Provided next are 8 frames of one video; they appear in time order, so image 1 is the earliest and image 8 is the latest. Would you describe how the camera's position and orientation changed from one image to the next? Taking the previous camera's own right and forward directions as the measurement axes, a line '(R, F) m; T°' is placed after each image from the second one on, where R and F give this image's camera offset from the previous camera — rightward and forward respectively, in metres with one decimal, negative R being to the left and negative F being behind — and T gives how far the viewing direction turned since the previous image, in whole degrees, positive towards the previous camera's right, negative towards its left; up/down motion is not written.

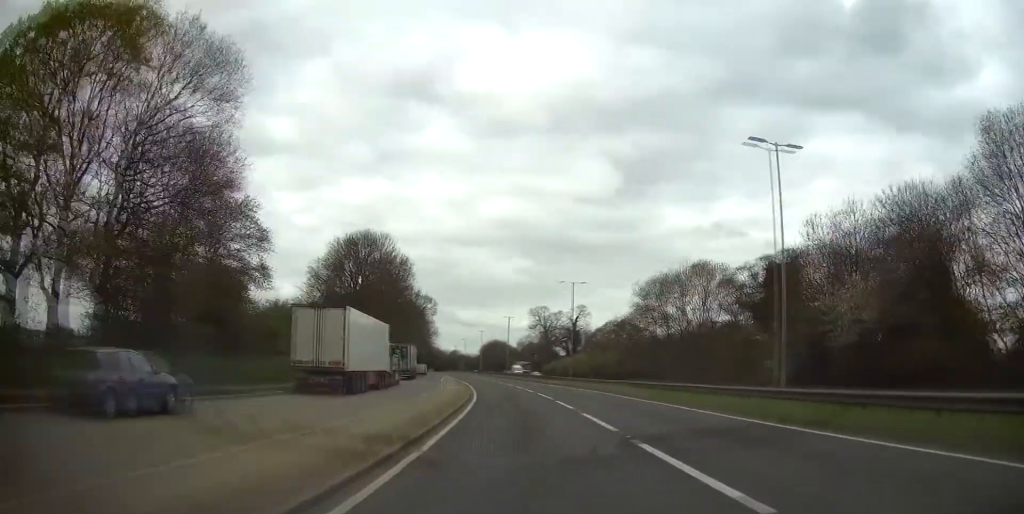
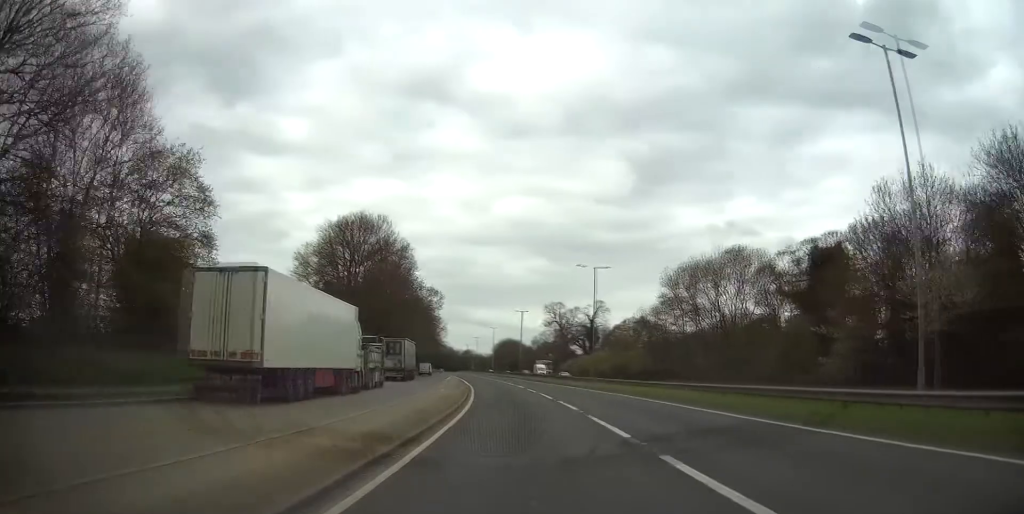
(0.0, +11.1) m; -1°
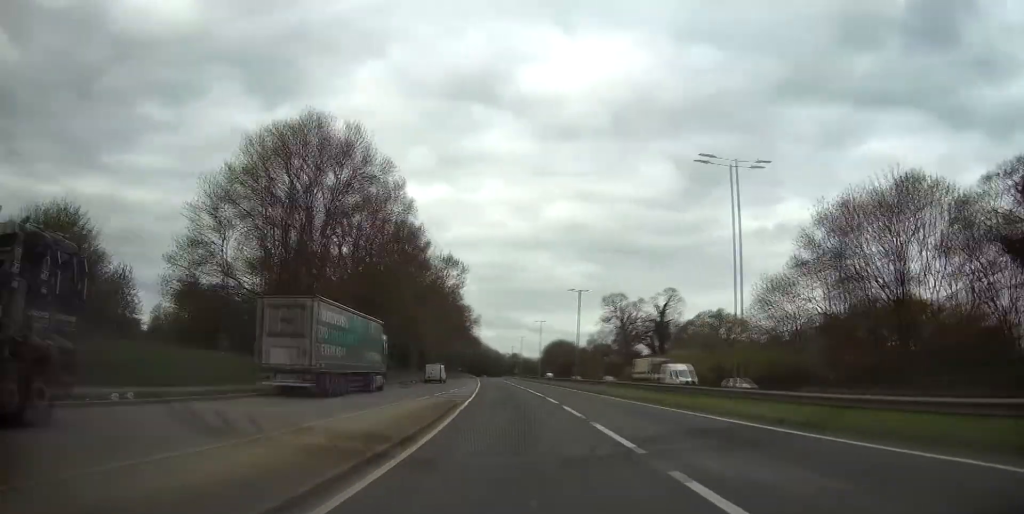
(-1.1, +36.9) m; -4°
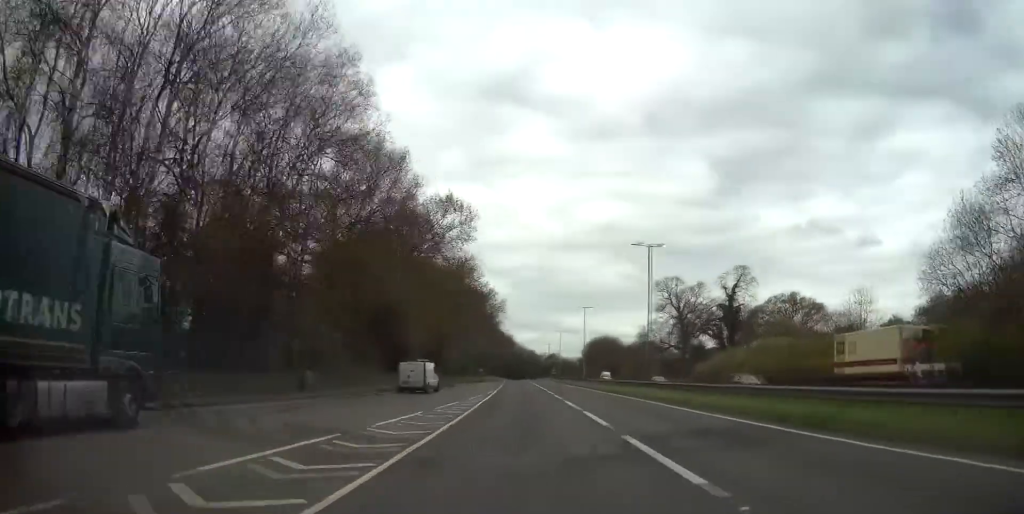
(-0.8, +30.2) m; -3°
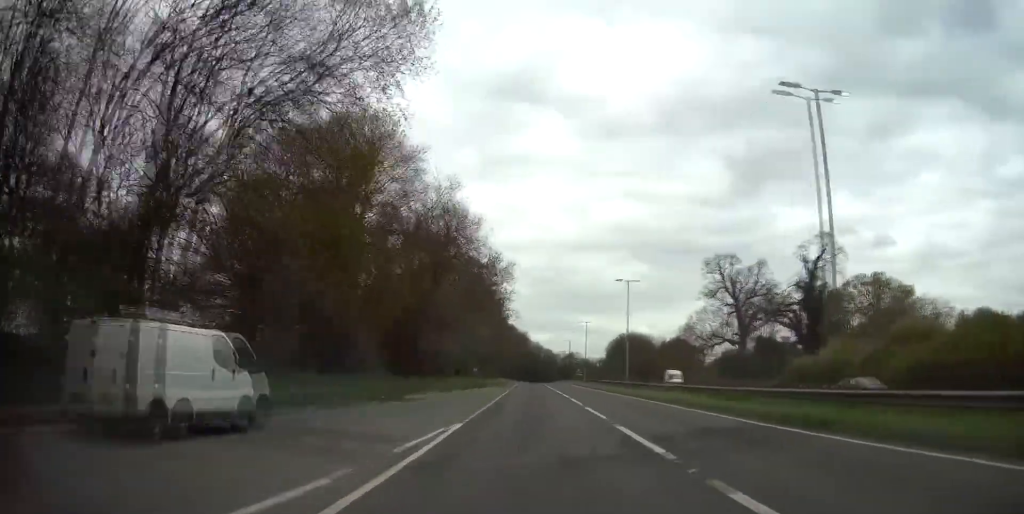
(-1.1, +32.5) m; -2°
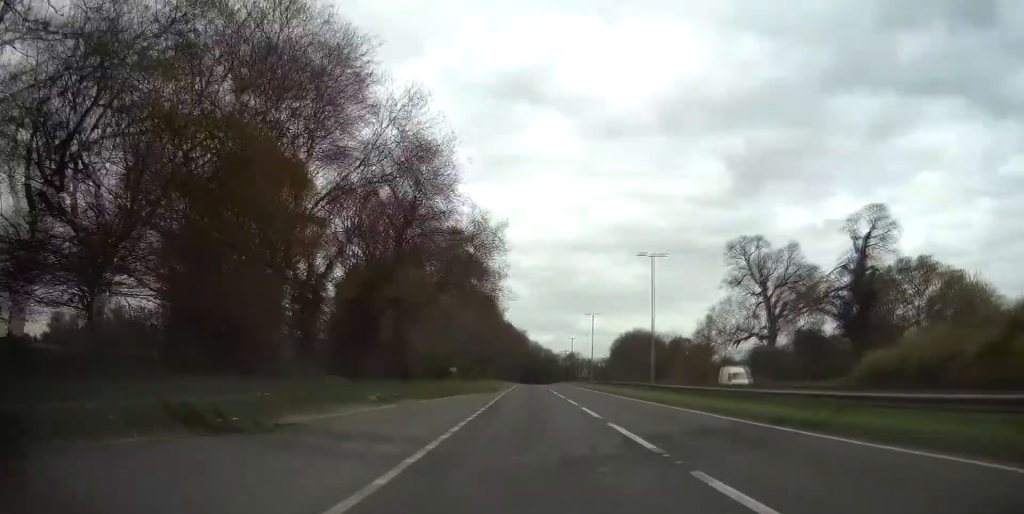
(-0.1, +17.0) m; 0°
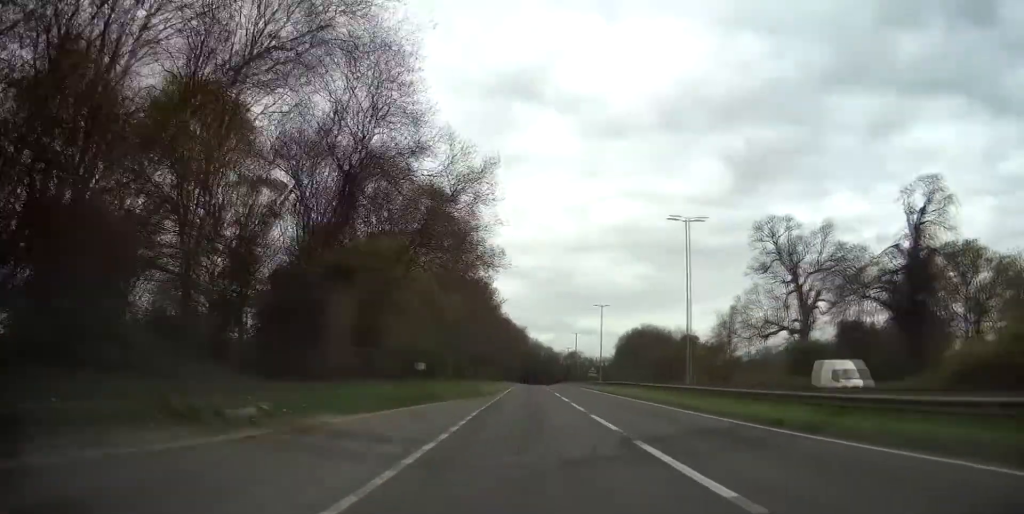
(0.0, +13.7) m; 0°
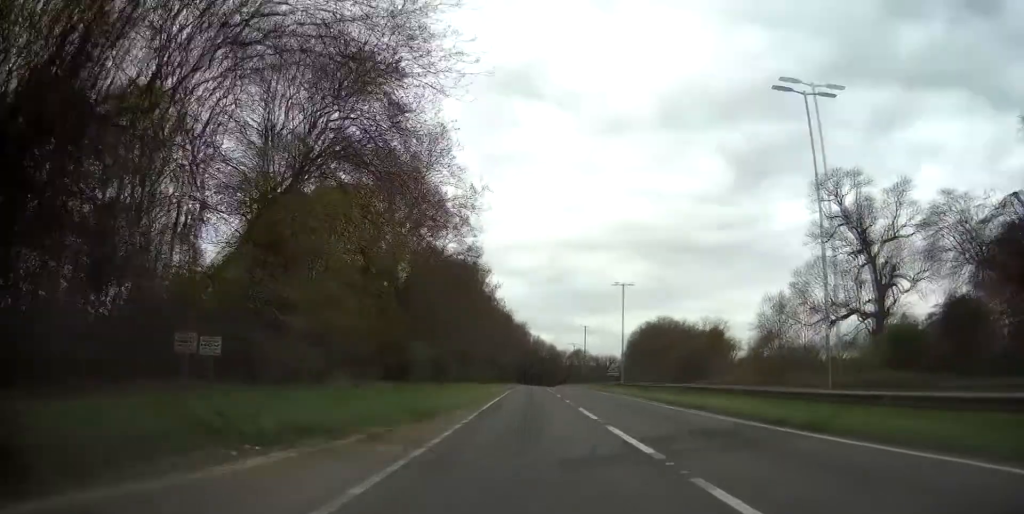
(0.0, +23.0) m; 0°
